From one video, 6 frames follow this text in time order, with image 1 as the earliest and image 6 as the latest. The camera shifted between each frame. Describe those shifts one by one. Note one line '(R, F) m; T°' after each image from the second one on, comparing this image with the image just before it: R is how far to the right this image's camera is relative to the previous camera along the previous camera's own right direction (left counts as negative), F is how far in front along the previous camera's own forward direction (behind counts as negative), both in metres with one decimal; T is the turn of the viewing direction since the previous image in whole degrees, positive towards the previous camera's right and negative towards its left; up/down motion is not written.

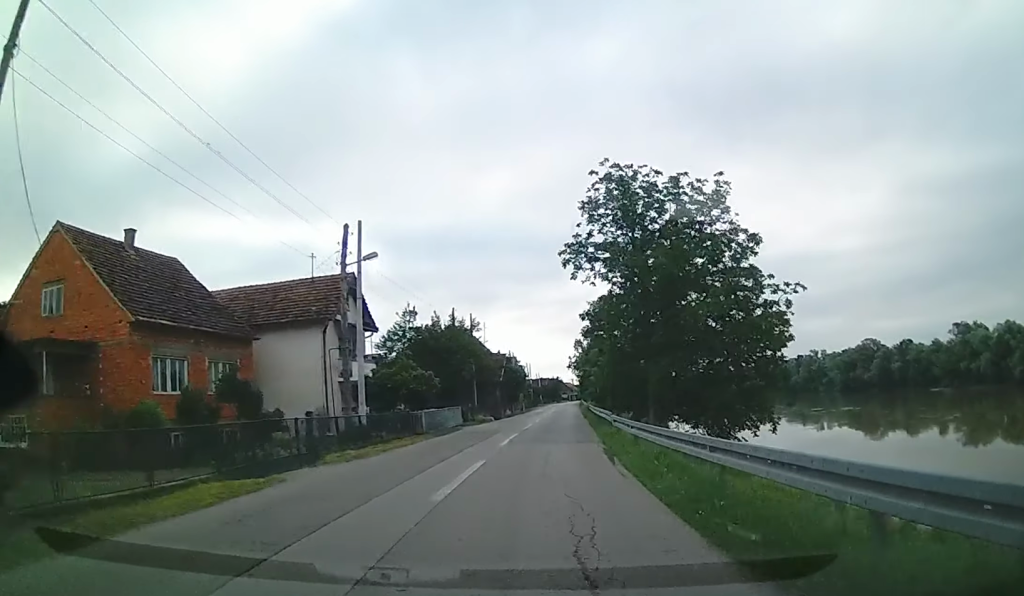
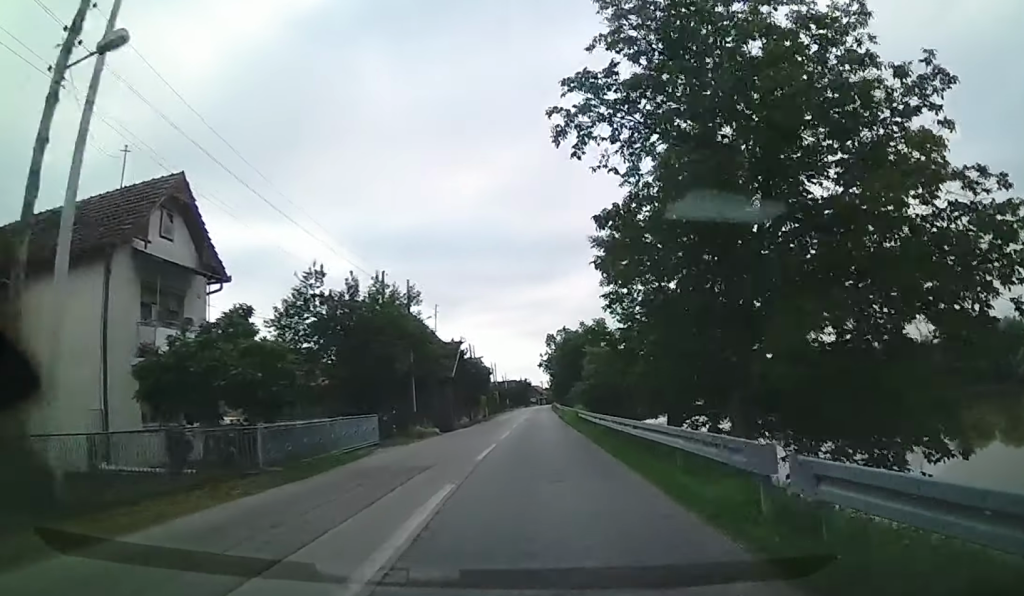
(+0.6, +15.5) m; +2°
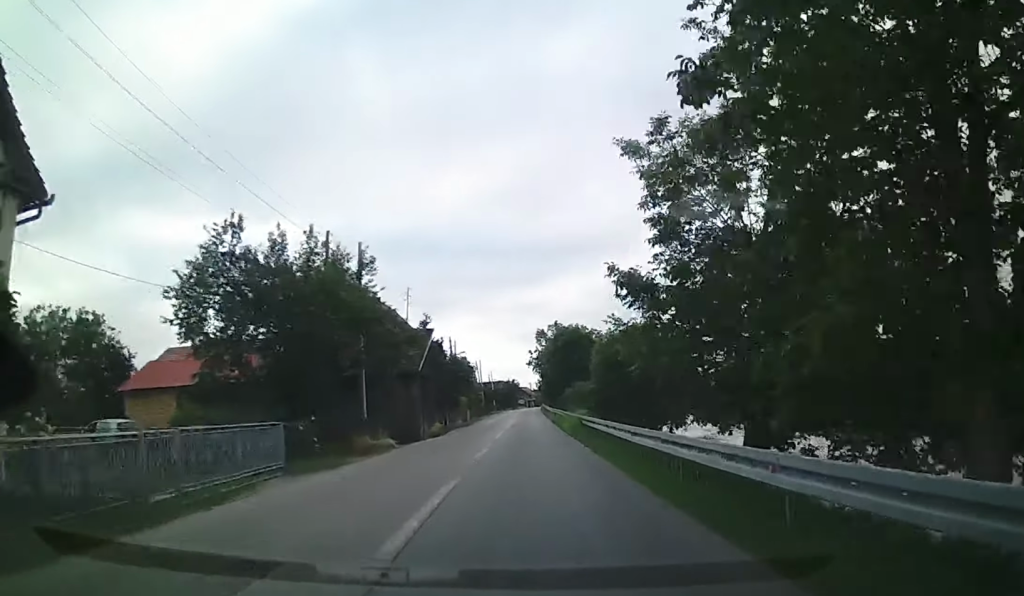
(+0.5, +8.7) m; 0°
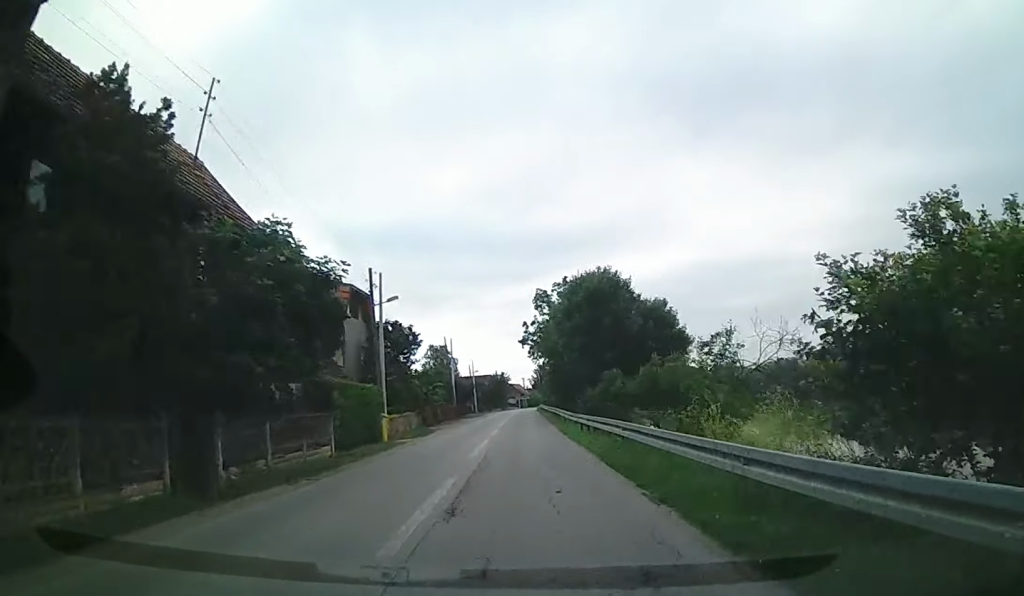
(-1.1, +32.1) m; -1°
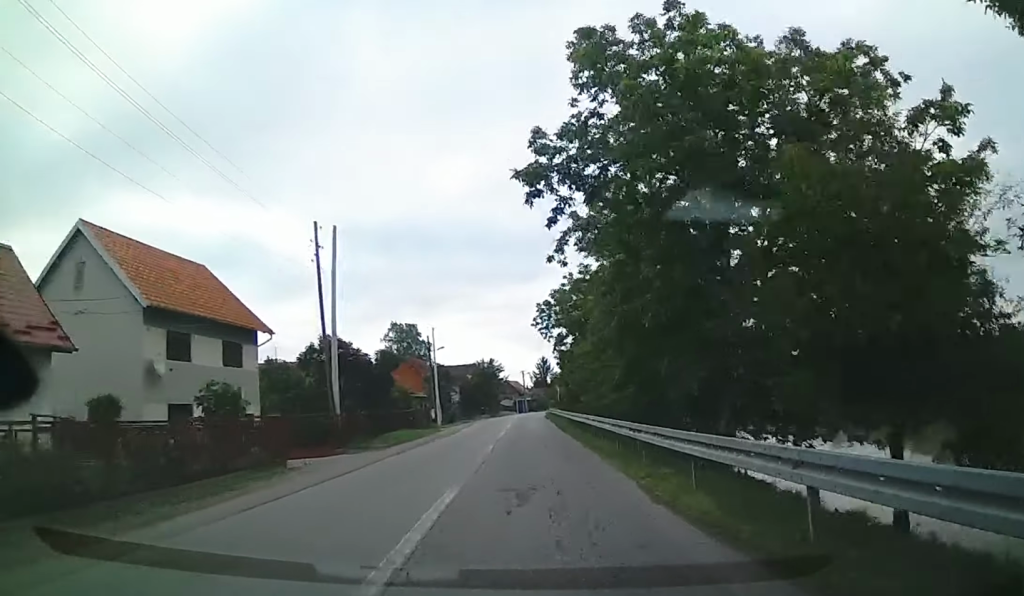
(+1.4, +42.6) m; +2°
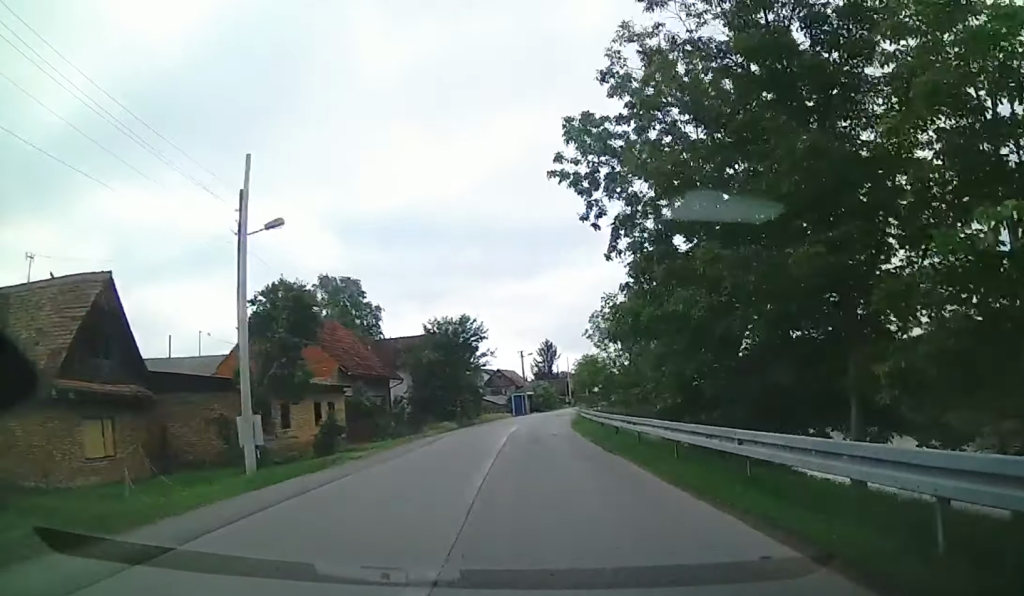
(-0.8, +37.8) m; 0°
